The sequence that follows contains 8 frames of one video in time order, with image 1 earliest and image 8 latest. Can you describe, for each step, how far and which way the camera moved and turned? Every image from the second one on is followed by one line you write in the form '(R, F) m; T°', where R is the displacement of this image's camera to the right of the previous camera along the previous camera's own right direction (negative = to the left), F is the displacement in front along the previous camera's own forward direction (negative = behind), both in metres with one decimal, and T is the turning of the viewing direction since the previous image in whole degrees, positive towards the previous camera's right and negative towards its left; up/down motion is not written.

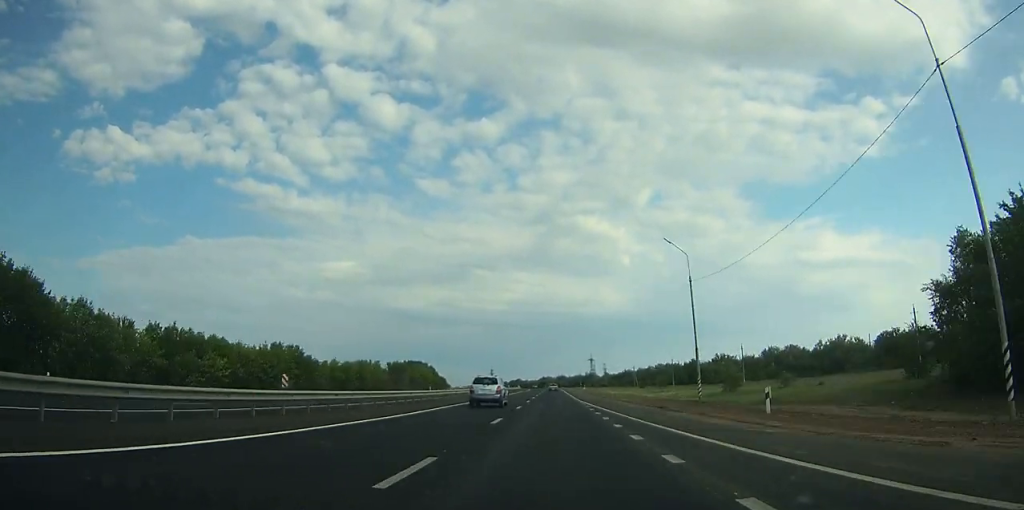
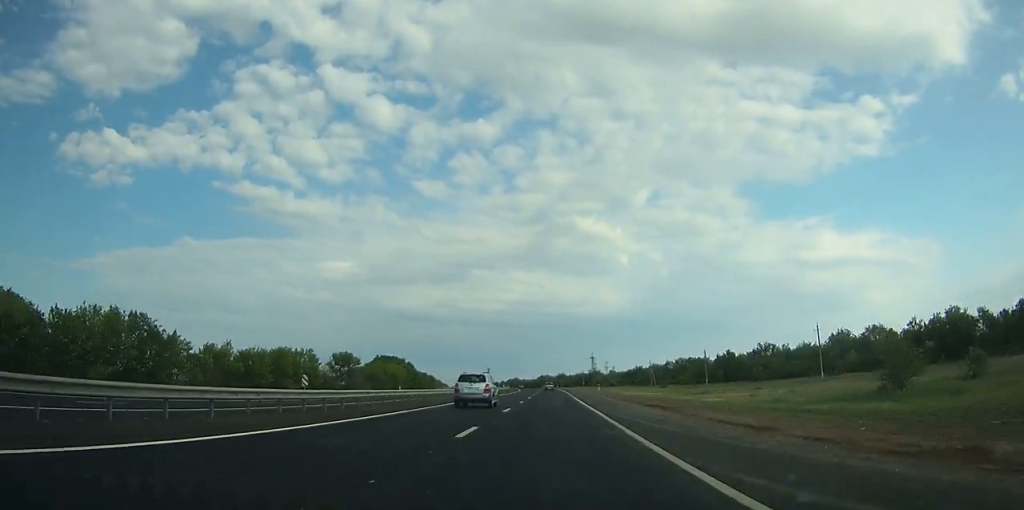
(+0.1, +40.6) m; 0°
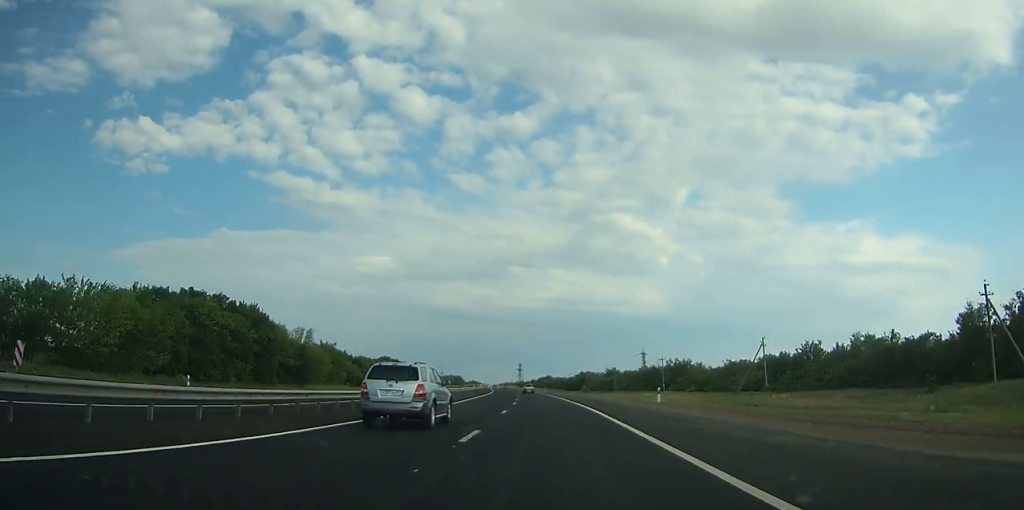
(-3.8, +148.3) m; -4°
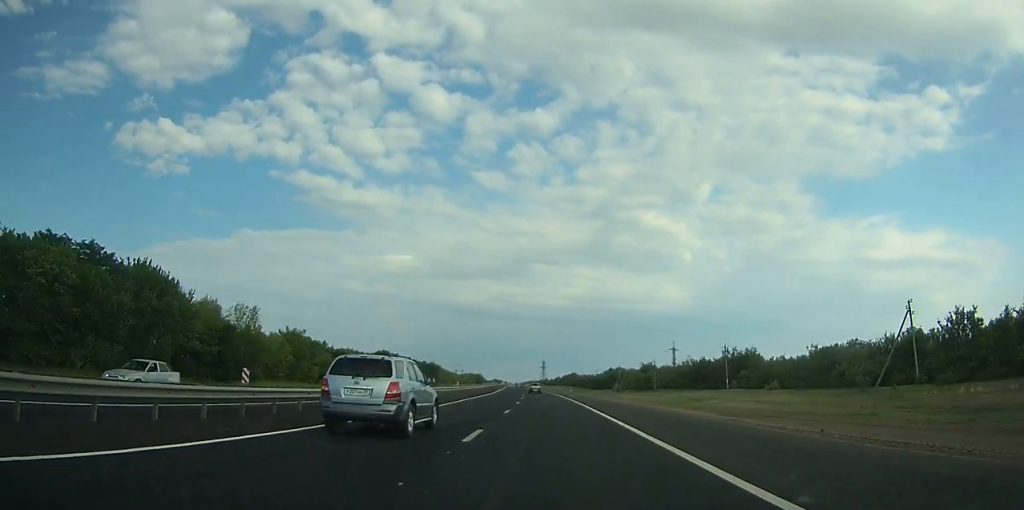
(+0.1, +37.1) m; -2°
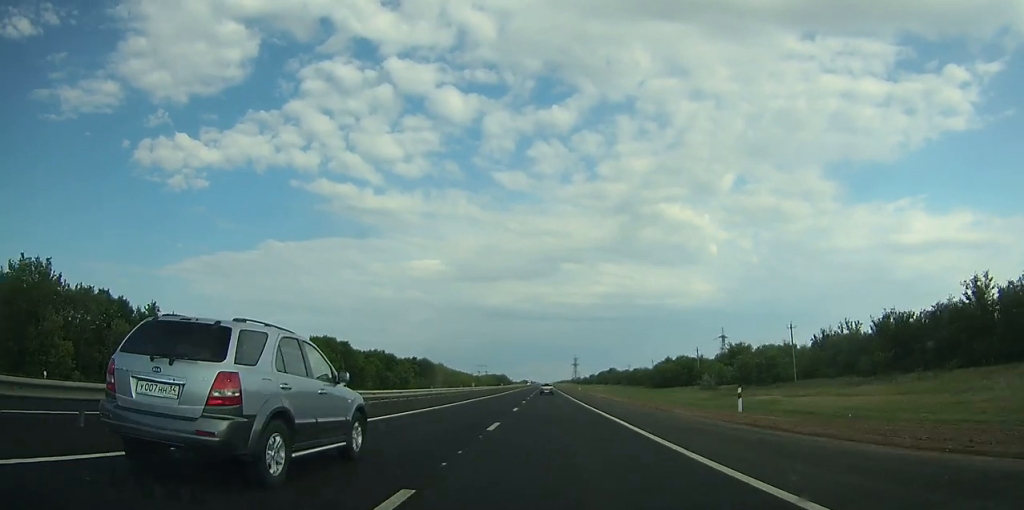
(-2.9, +80.8) m; -3°
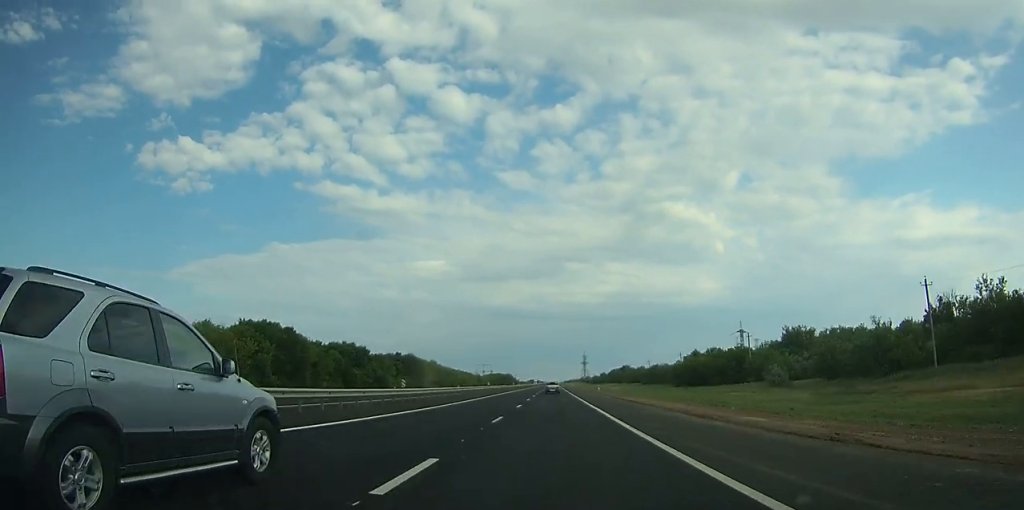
(-0.4, +32.6) m; 0°
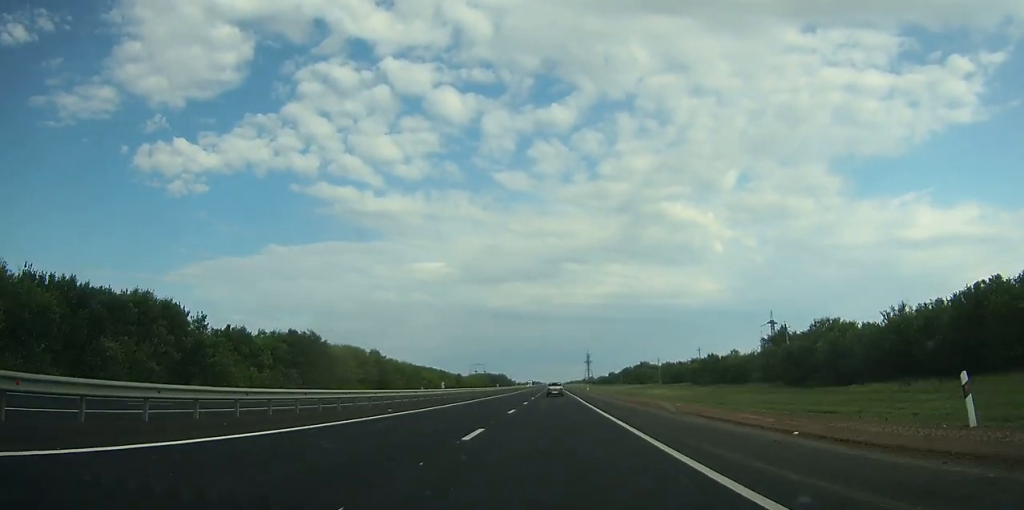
(-0.5, +76.2) m; 0°
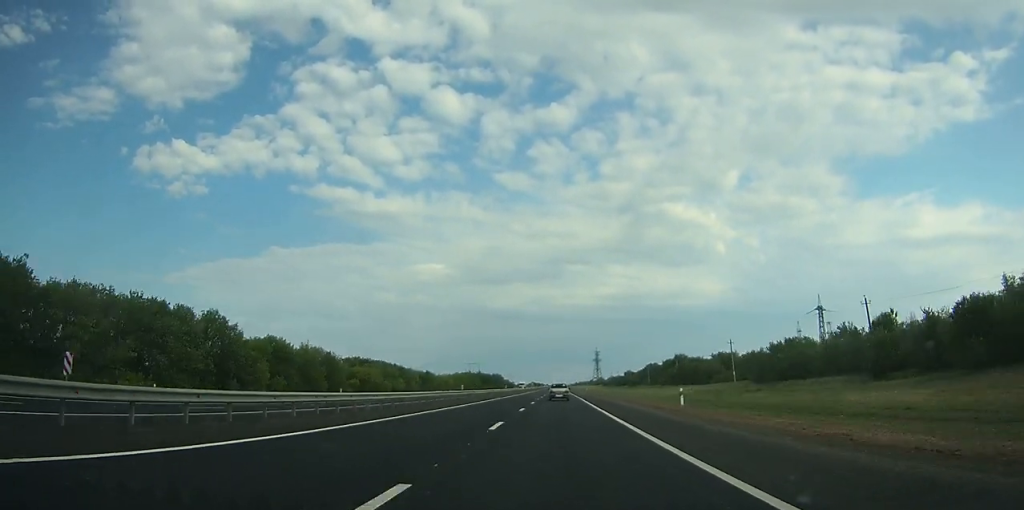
(-0.1, +80.2) m; 0°
